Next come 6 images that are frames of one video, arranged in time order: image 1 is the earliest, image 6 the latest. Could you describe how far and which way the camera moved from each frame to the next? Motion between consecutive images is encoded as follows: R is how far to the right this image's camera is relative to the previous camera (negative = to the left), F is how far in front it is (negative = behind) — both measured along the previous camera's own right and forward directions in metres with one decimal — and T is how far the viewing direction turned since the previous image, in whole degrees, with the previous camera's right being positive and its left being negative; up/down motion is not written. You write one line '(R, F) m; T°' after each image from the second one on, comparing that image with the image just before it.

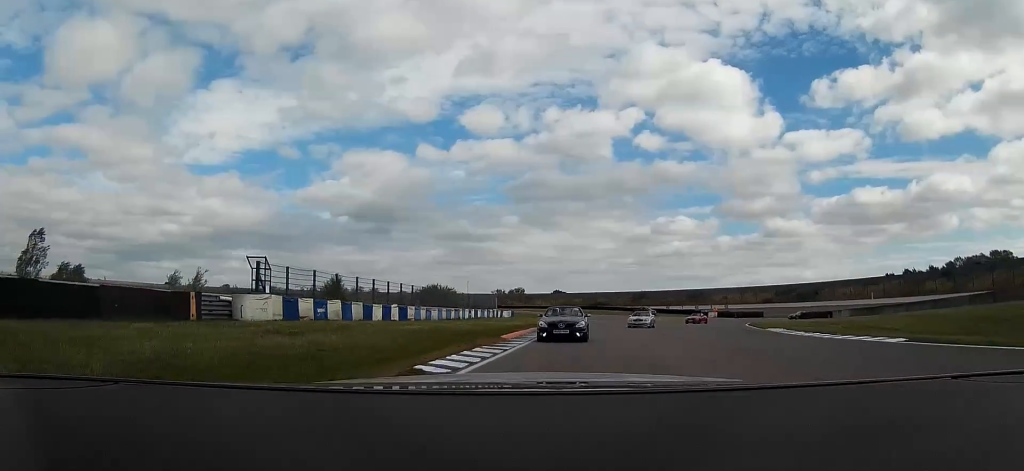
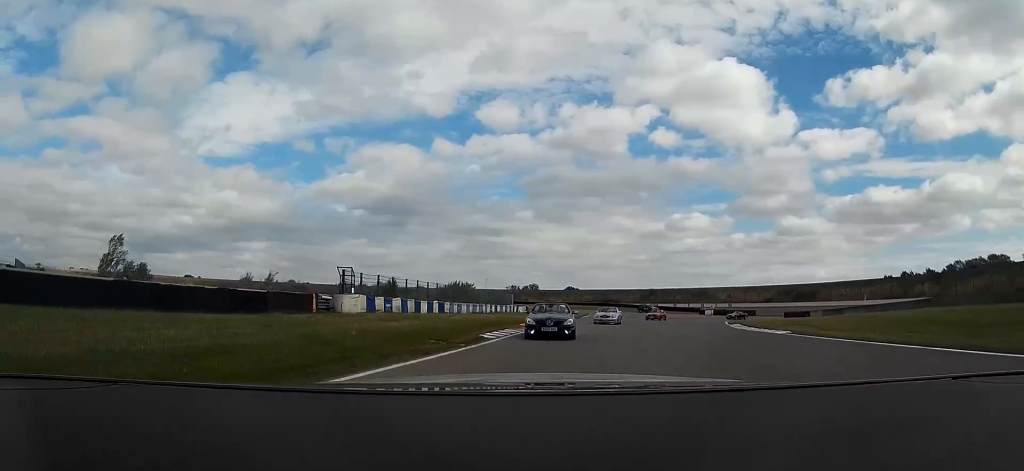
(-0.5, +11.0) m; -3°
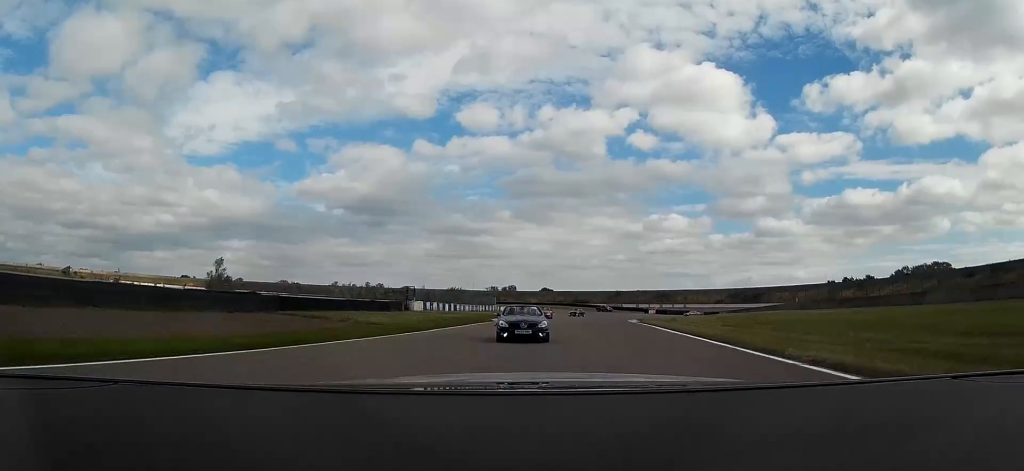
(-0.7, +32.0) m; -1°
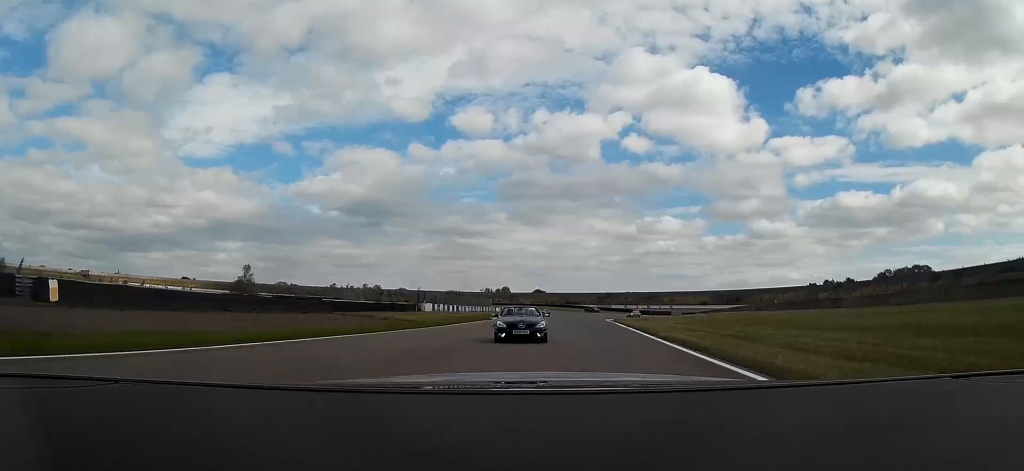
(+0.2, +12.4) m; +2°
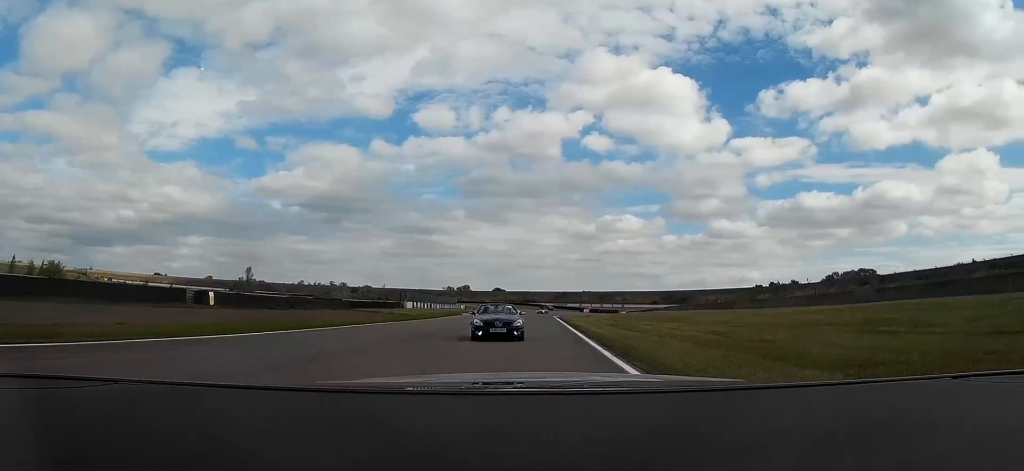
(+0.7, +18.1) m; +2°
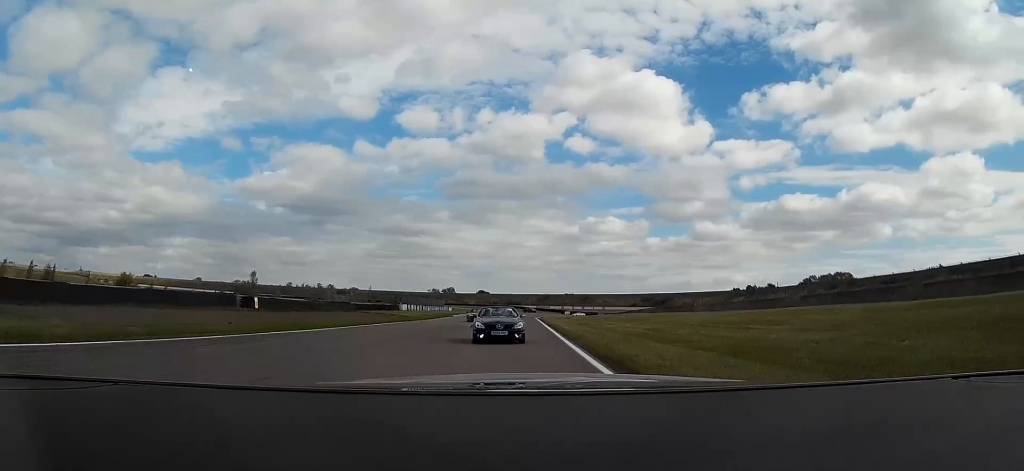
(-0.1, +9.6) m; +1°
